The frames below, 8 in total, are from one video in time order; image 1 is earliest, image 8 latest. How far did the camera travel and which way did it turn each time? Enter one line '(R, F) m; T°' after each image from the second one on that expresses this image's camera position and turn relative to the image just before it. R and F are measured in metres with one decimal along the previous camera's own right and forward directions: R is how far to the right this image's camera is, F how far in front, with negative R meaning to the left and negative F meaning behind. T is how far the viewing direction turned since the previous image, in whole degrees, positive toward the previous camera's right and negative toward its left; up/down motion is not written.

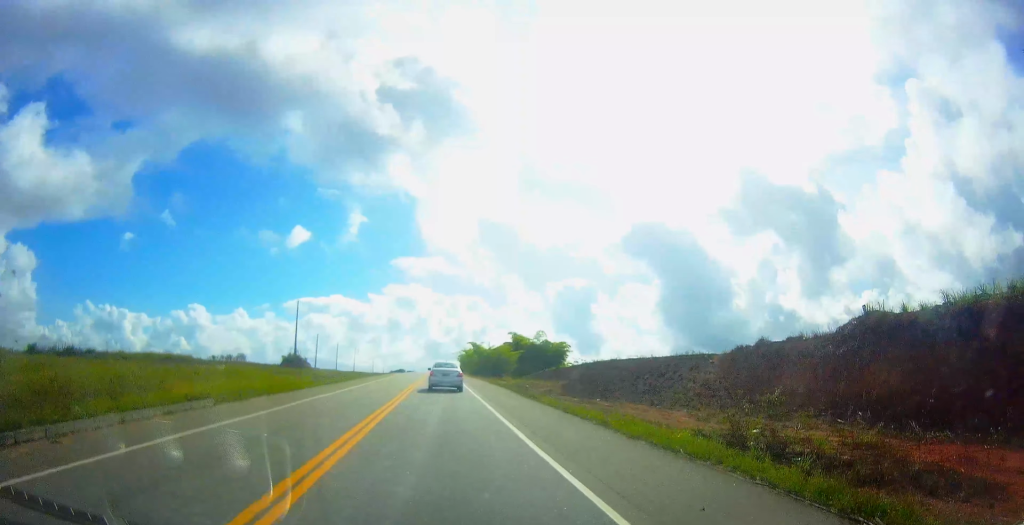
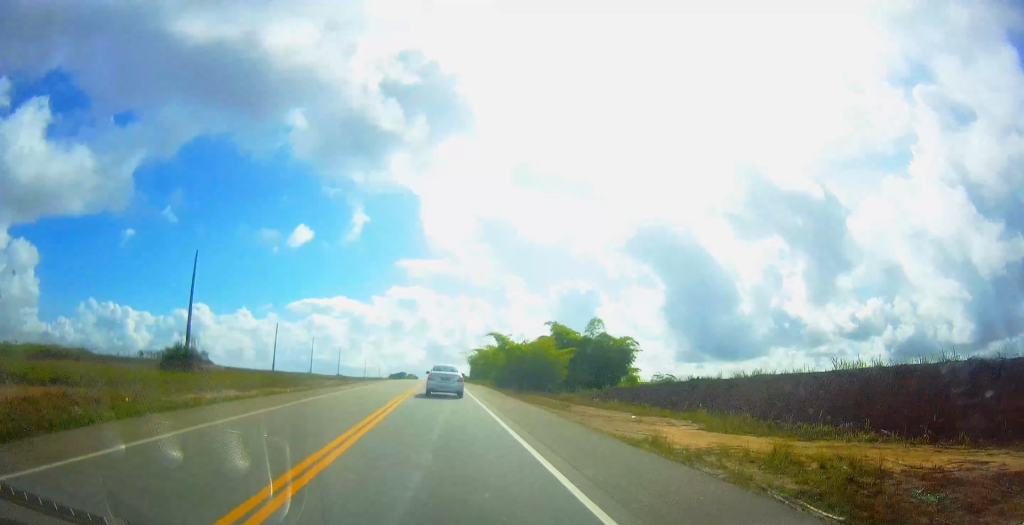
(+0.3, +39.5) m; +1°
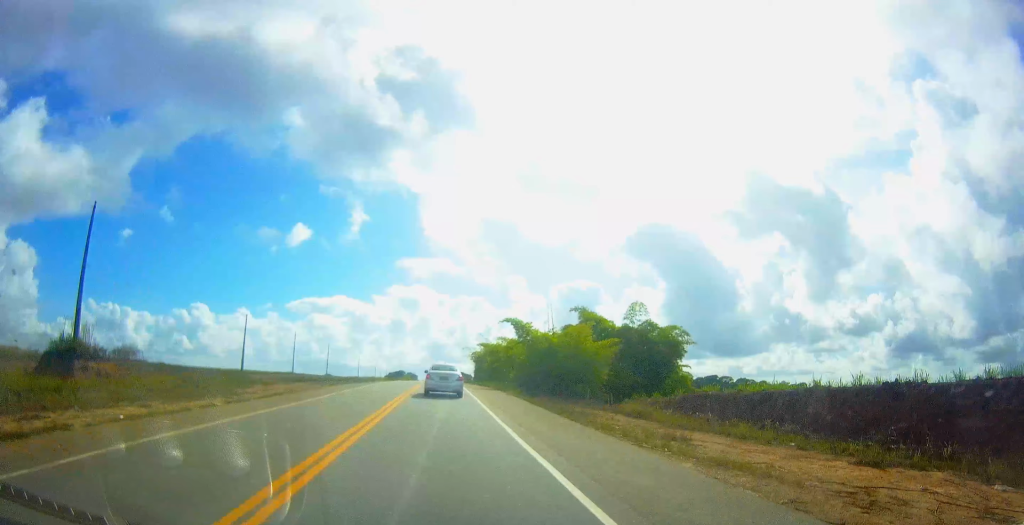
(+0.1, +17.2) m; 0°
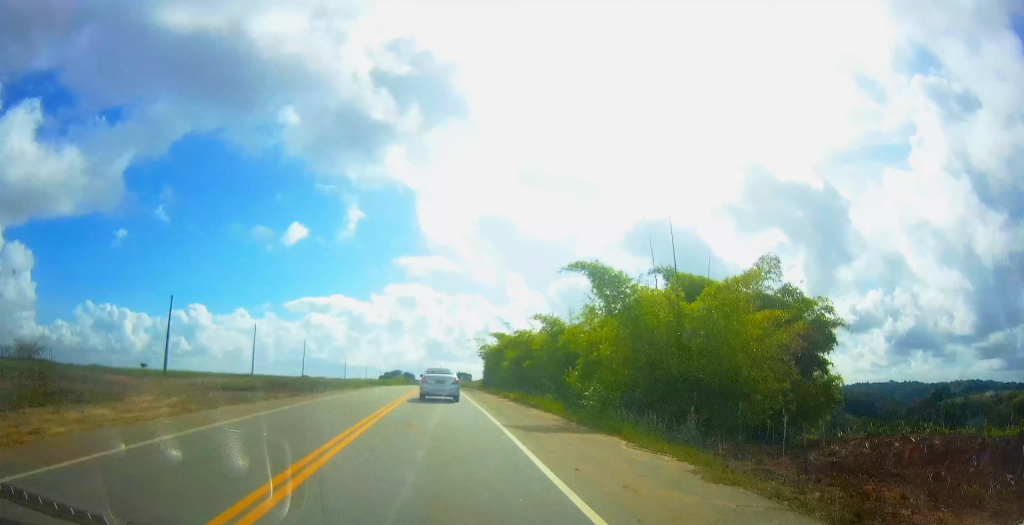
(-0.1, +26.7) m; -1°
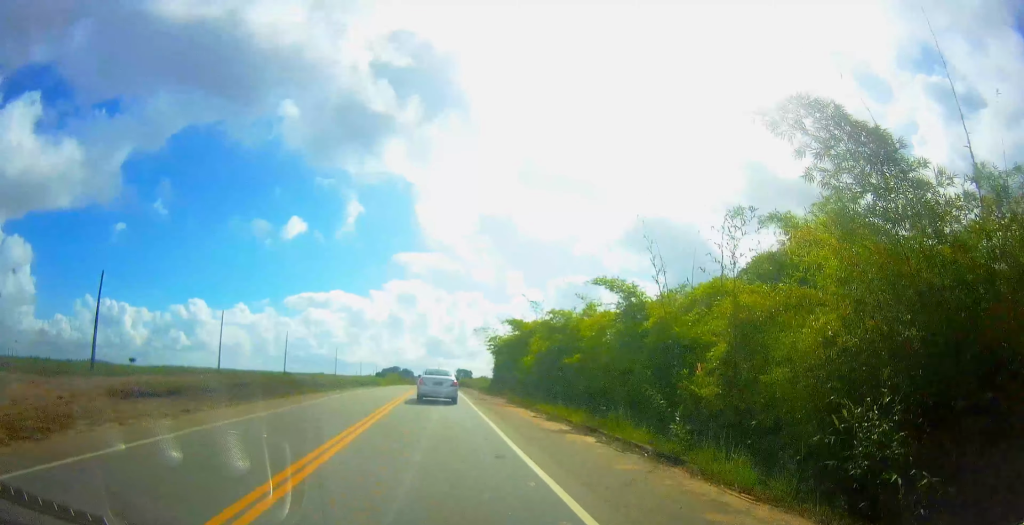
(0.0, +15.5) m; 0°
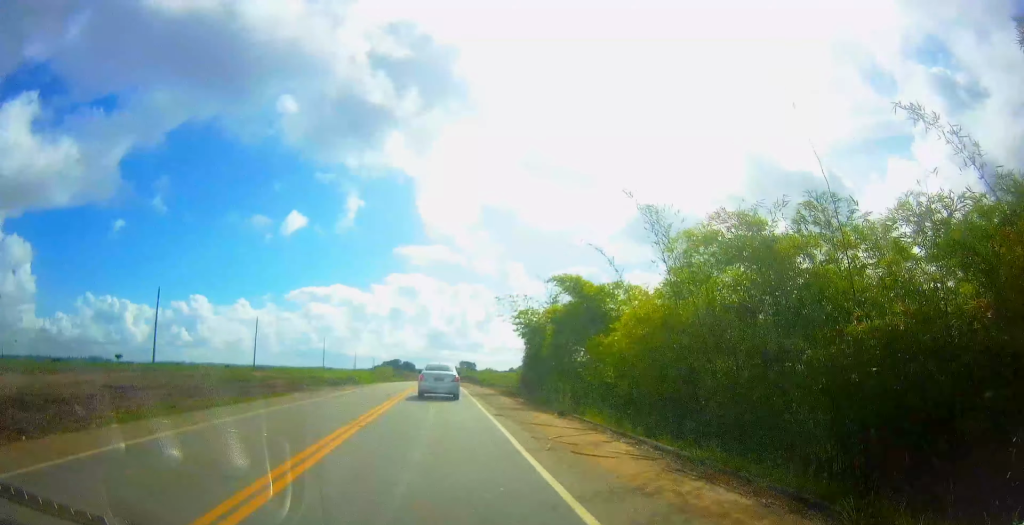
(-0.2, +21.3) m; 0°
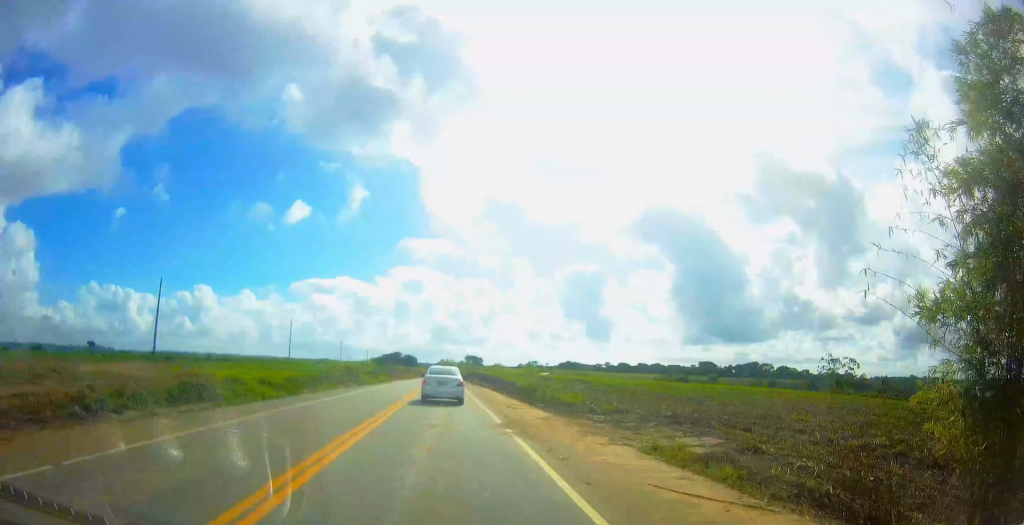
(+0.5, +37.2) m; 0°
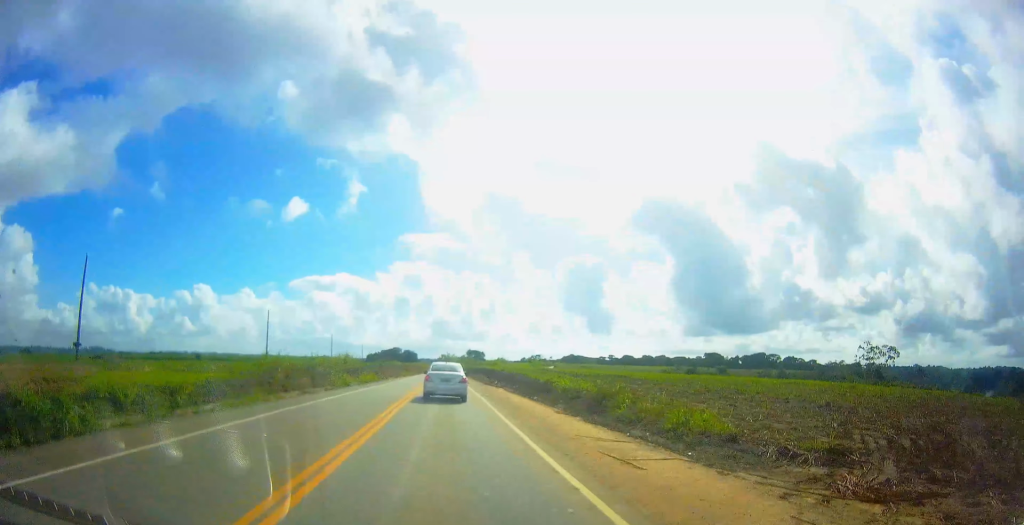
(-0.1, +15.0) m; 0°
